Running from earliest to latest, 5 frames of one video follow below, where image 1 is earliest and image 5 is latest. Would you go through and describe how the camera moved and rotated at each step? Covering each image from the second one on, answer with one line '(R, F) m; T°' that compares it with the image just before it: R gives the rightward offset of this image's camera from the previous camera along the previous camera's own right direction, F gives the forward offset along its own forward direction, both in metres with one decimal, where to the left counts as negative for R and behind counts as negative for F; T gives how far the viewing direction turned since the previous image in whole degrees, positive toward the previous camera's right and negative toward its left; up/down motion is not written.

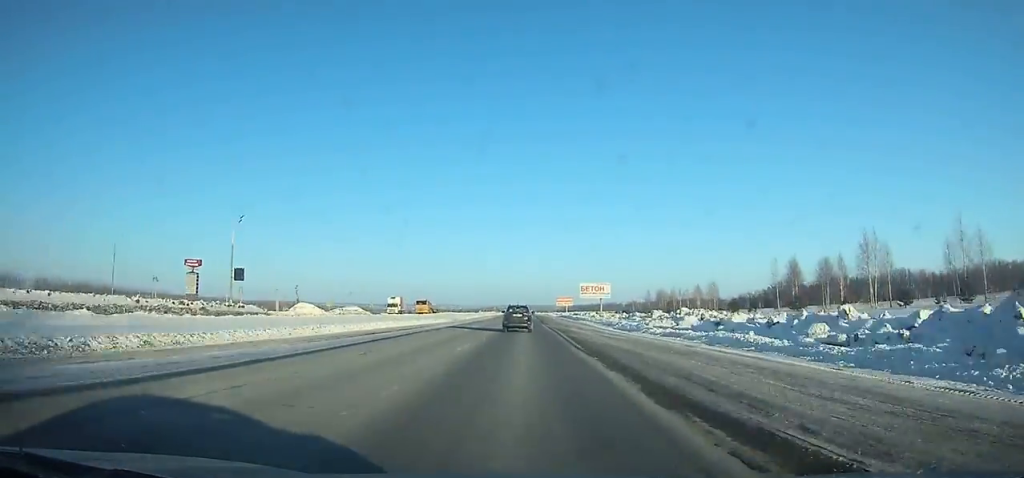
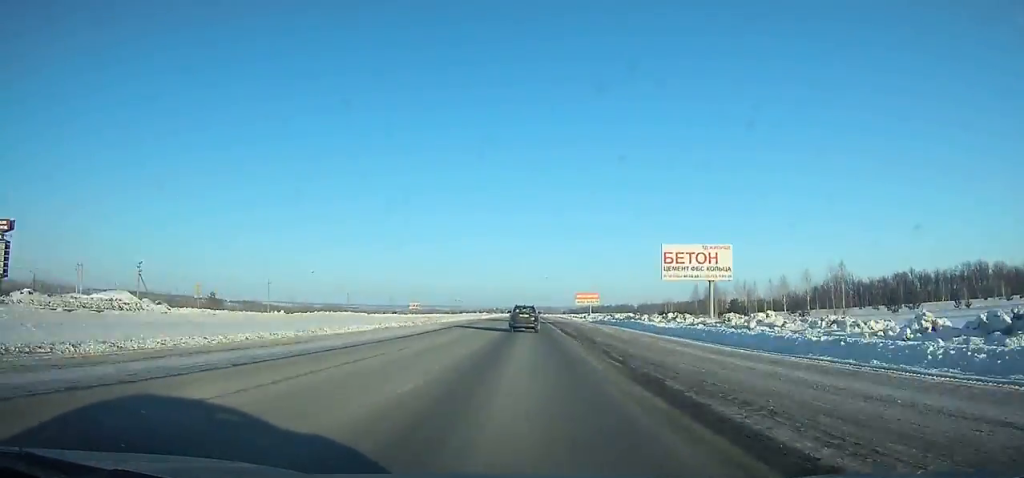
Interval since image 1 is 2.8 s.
(+0.1, +68.6) m; 0°
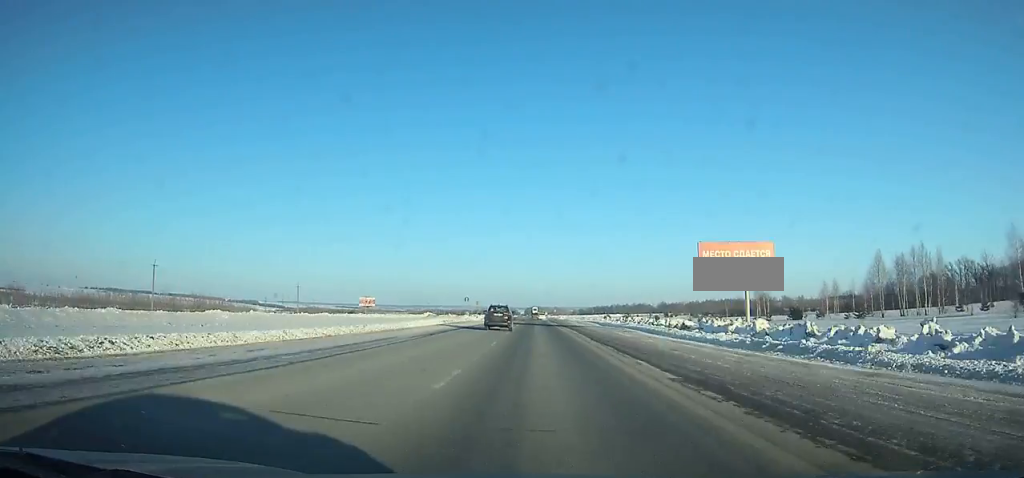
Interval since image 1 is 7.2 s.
(-0.3, +107.8) m; 0°
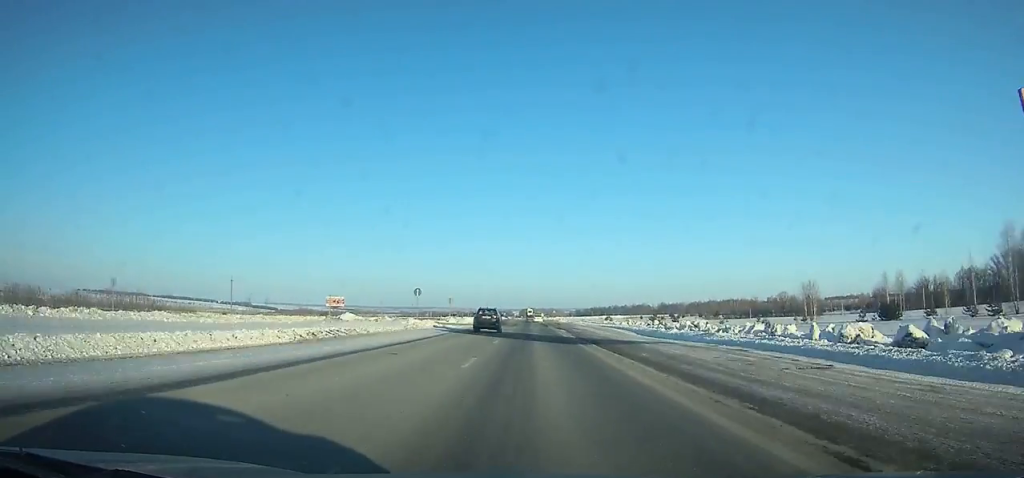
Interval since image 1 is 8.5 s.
(+0.1, +32.1) m; 0°
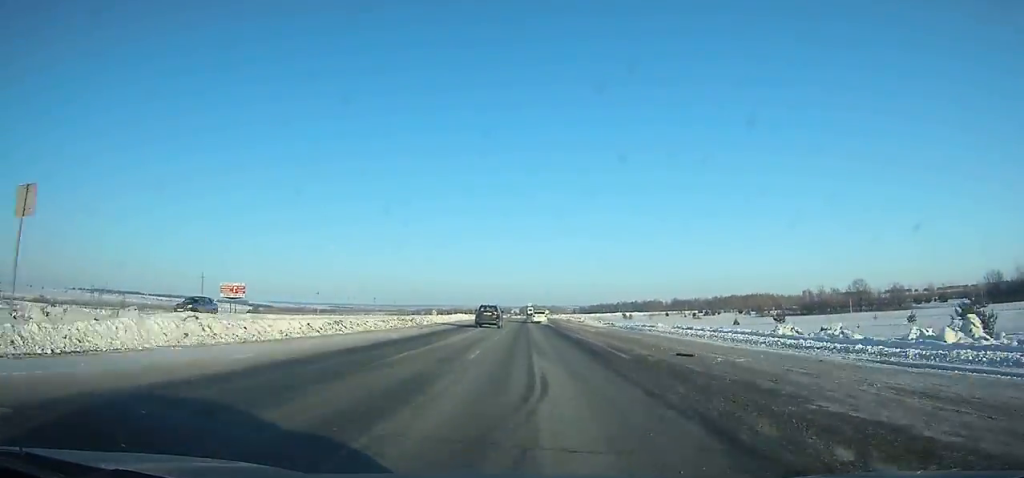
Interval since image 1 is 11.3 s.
(-0.1, +69.9) m; -1°
